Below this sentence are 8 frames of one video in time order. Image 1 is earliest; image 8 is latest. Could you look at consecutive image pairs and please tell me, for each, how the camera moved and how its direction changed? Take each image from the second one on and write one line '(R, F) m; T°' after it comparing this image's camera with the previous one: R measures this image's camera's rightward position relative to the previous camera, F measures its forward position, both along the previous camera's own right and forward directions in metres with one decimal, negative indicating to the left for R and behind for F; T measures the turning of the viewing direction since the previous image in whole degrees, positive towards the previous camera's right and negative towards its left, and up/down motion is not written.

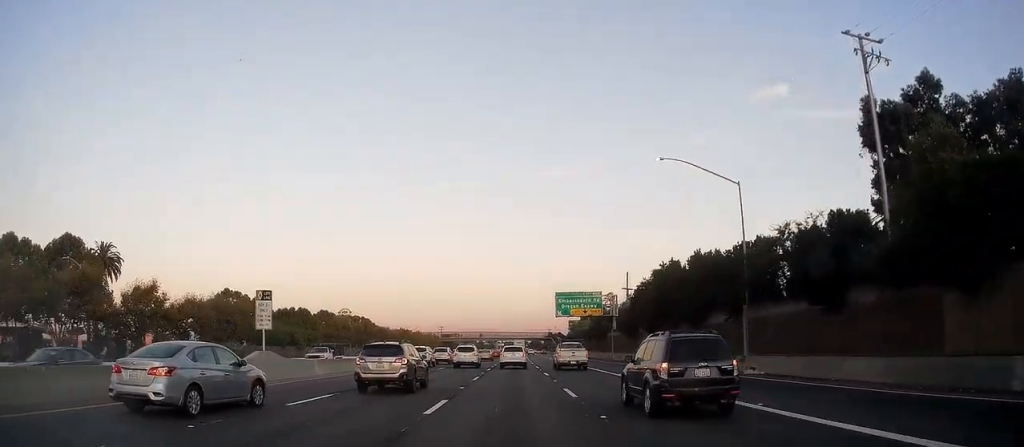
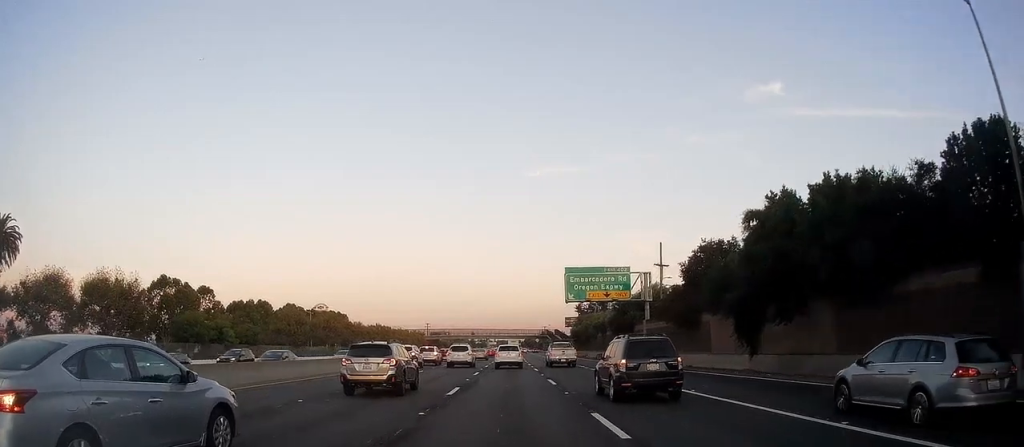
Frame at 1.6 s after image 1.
(-0.3, +23.4) m; -1°
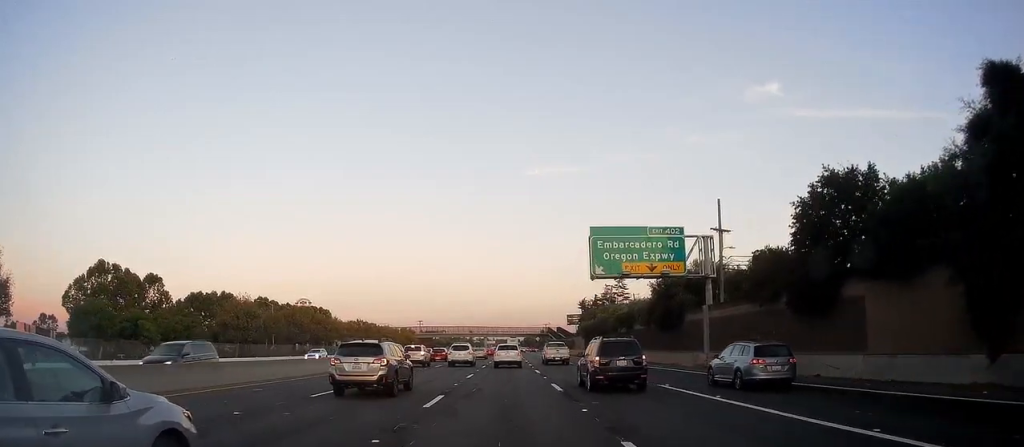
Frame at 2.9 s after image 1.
(+0.4, +18.8) m; +2°
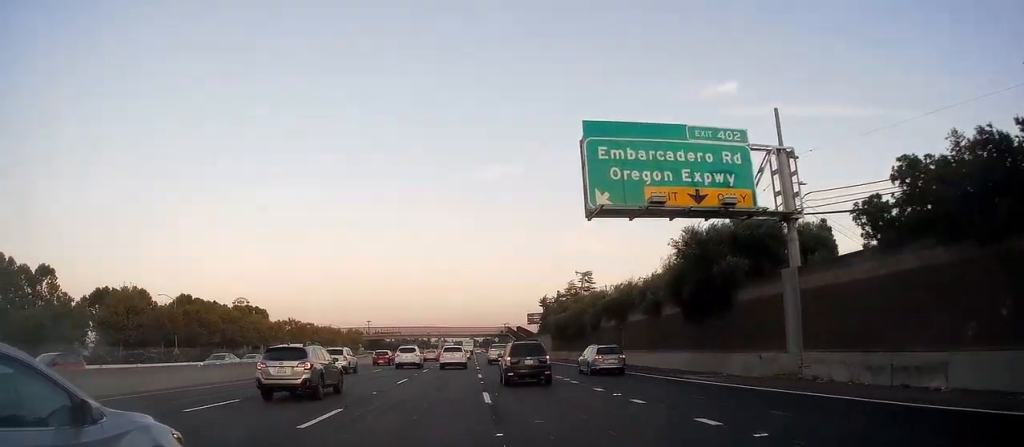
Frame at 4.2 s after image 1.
(+0.4, +18.3) m; +2°
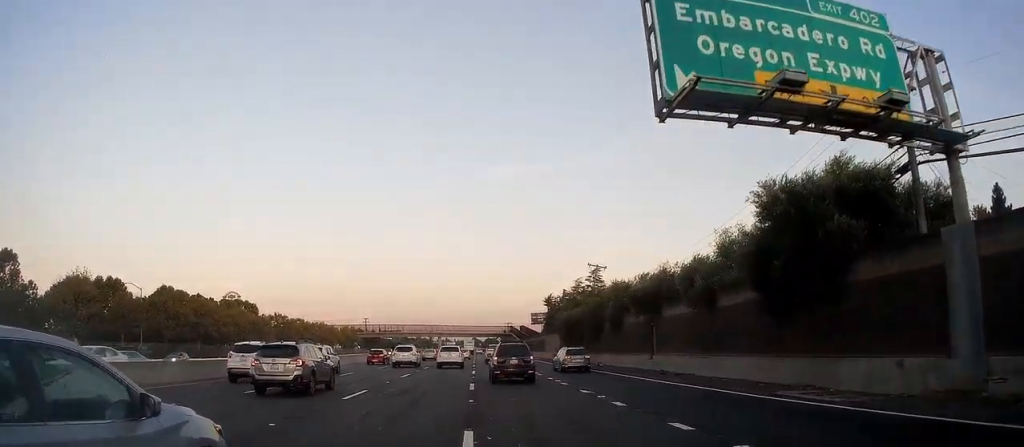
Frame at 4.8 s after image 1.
(+0.1, +9.3) m; 0°
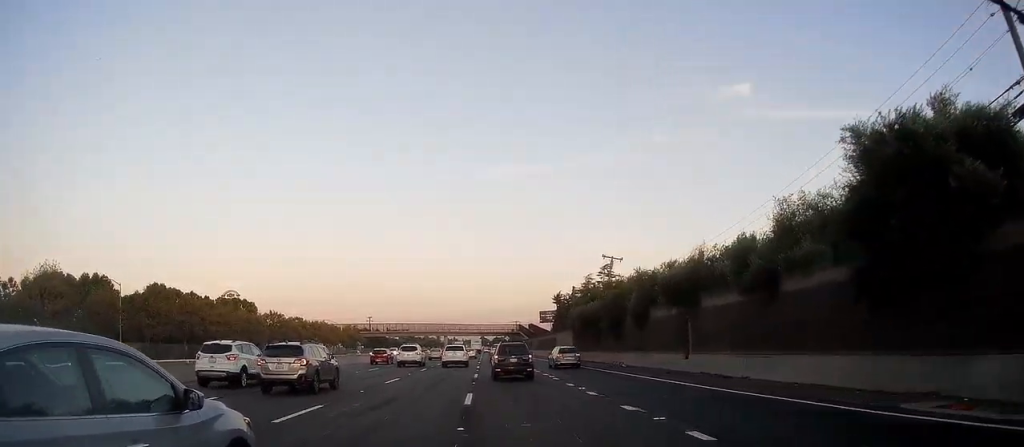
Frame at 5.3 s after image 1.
(-0.1, +6.0) m; 0°
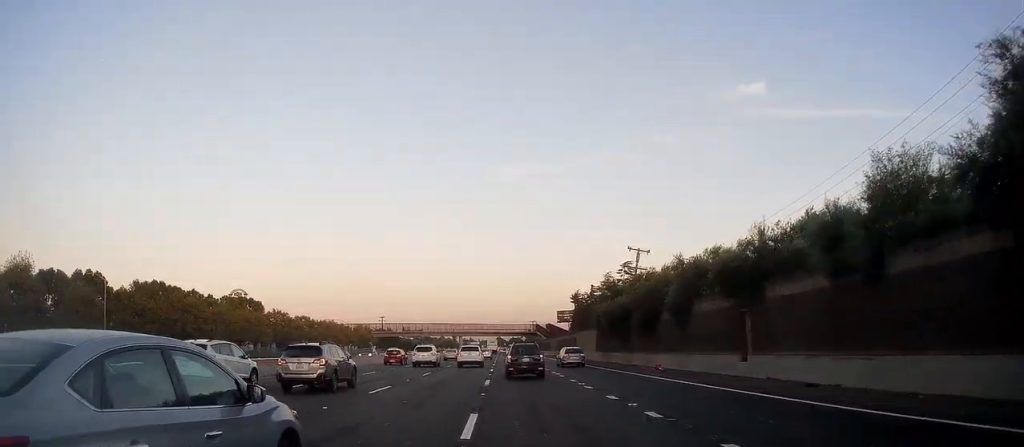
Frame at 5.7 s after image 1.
(-0.1, +6.0) m; 0°
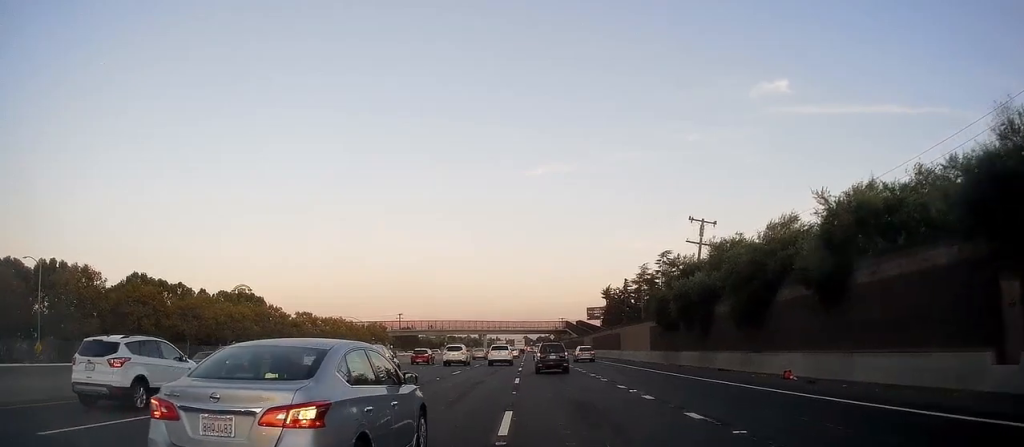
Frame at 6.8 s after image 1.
(0.0, +14.4) m; -2°
